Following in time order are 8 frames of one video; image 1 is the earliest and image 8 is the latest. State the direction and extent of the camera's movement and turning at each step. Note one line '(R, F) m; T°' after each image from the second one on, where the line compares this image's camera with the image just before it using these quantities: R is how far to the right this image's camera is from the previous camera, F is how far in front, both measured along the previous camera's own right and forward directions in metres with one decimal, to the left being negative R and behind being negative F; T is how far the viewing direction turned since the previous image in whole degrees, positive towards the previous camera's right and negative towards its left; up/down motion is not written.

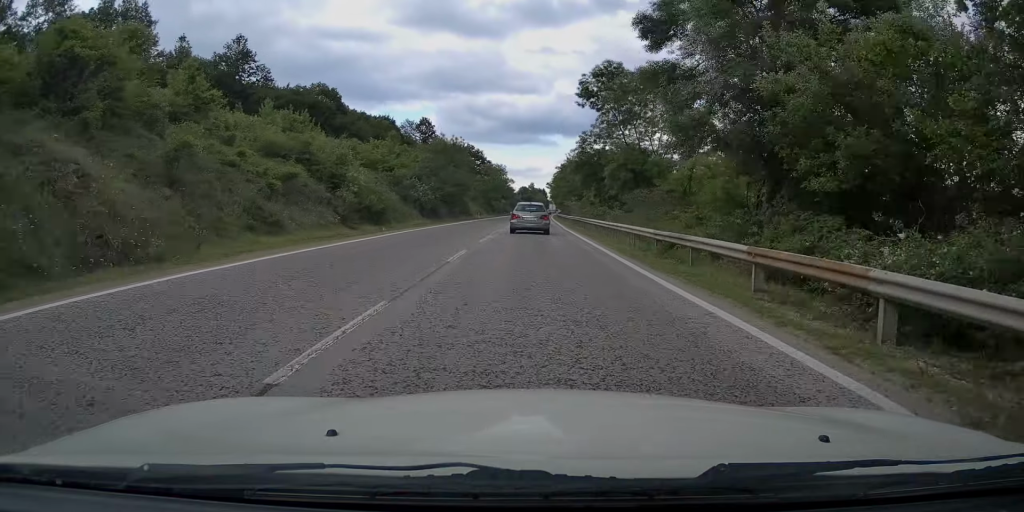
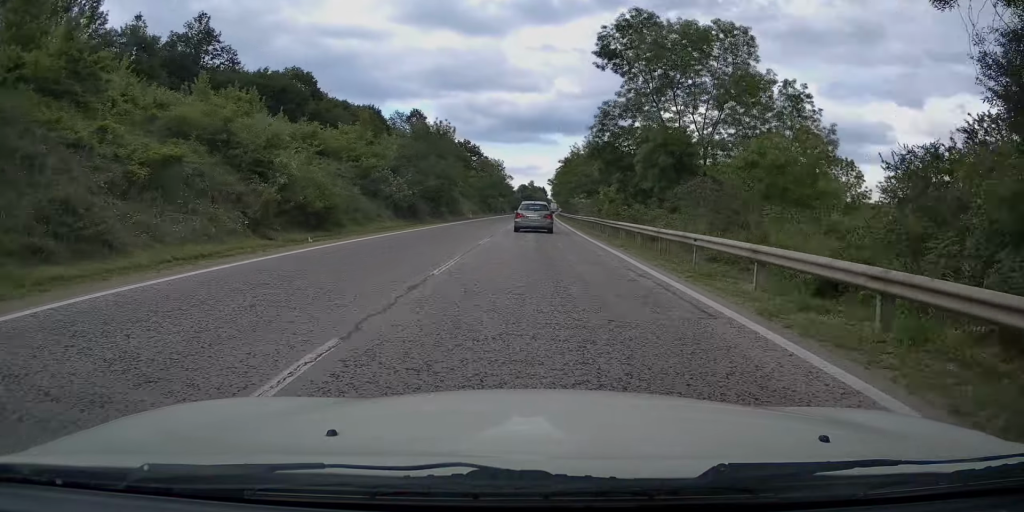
(-0.1, +11.2) m; +1°
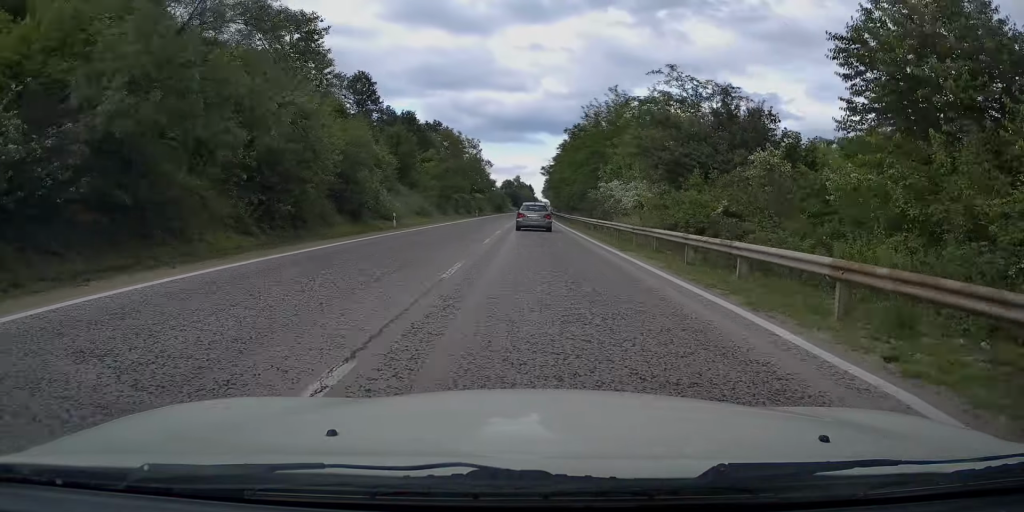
(0.0, +36.7) m; 0°
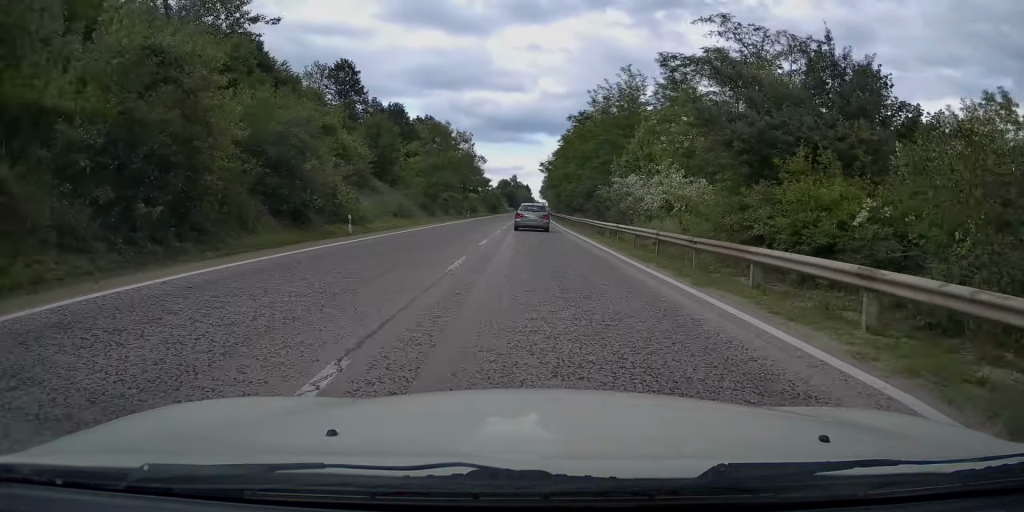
(0.0, +8.3) m; 0°
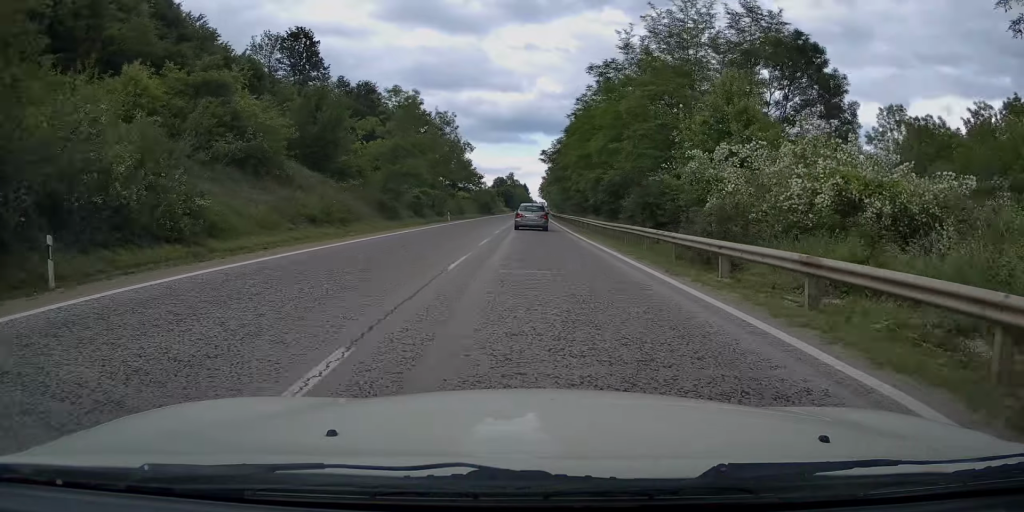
(+0.3, +17.3) m; +1°
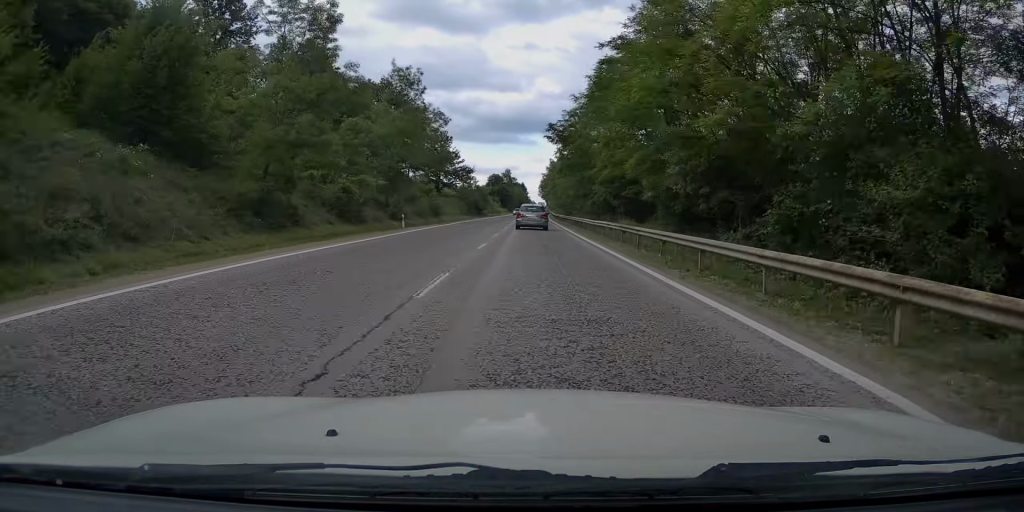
(0.0, +21.1) m; 0°
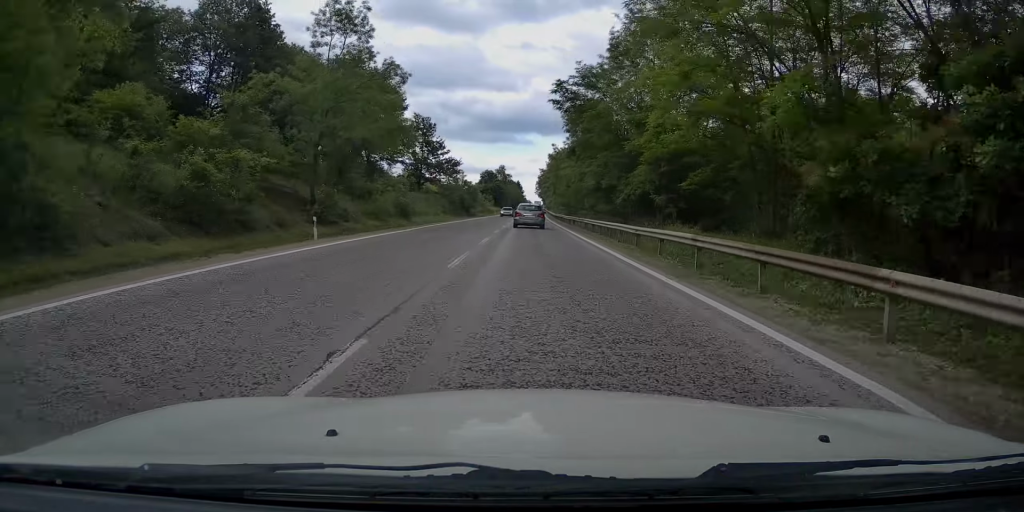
(+0.1, +15.0) m; 0°
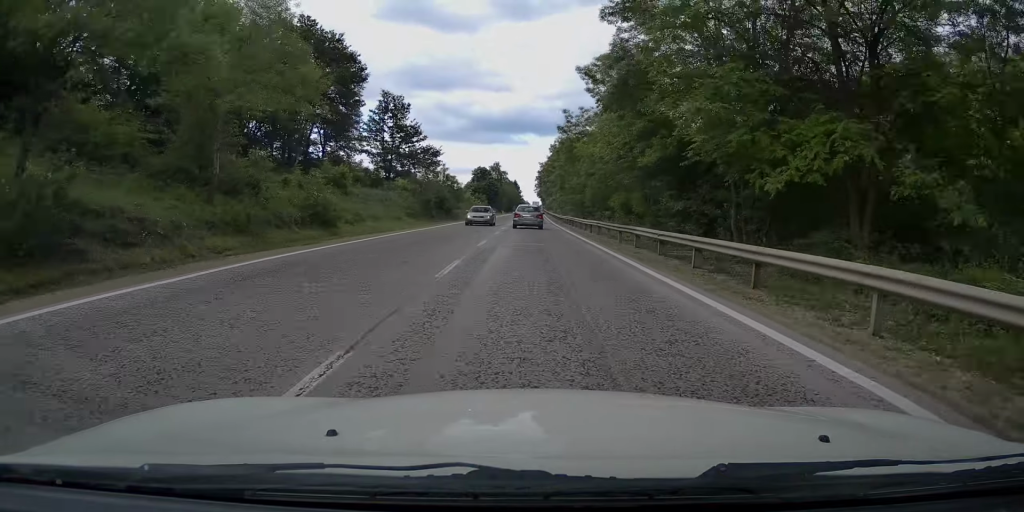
(0.0, +18.7) m; 0°
